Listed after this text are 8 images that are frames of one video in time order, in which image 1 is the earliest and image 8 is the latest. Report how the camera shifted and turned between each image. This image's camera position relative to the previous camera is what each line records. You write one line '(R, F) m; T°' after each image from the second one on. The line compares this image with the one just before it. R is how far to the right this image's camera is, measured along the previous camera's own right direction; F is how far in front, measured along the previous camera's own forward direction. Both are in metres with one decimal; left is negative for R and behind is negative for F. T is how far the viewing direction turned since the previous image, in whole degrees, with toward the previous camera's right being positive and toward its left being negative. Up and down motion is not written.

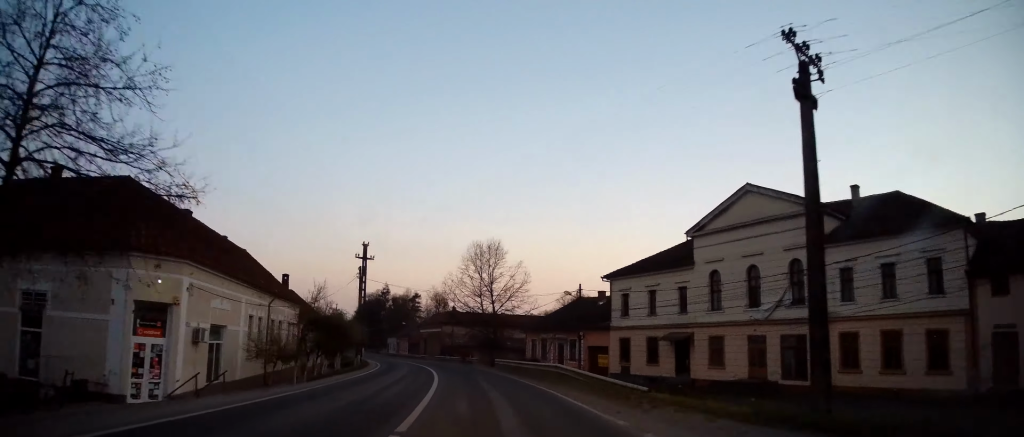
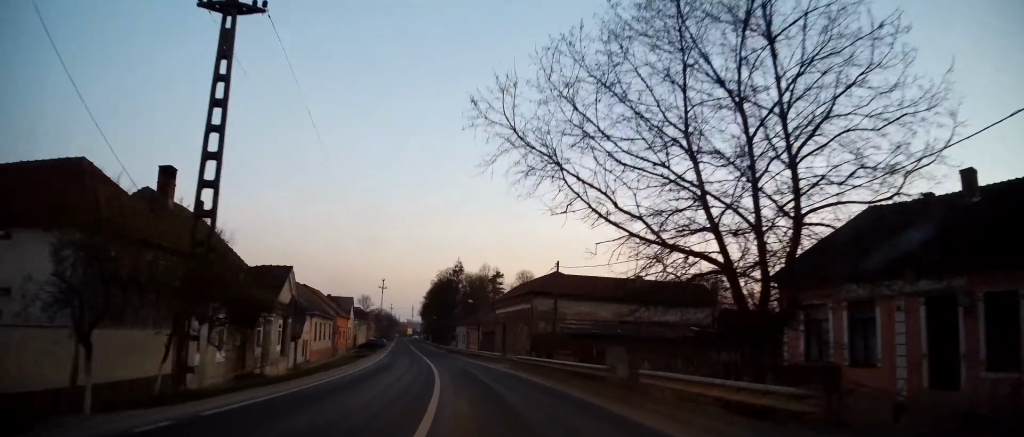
(-2.9, +38.8) m; -8°
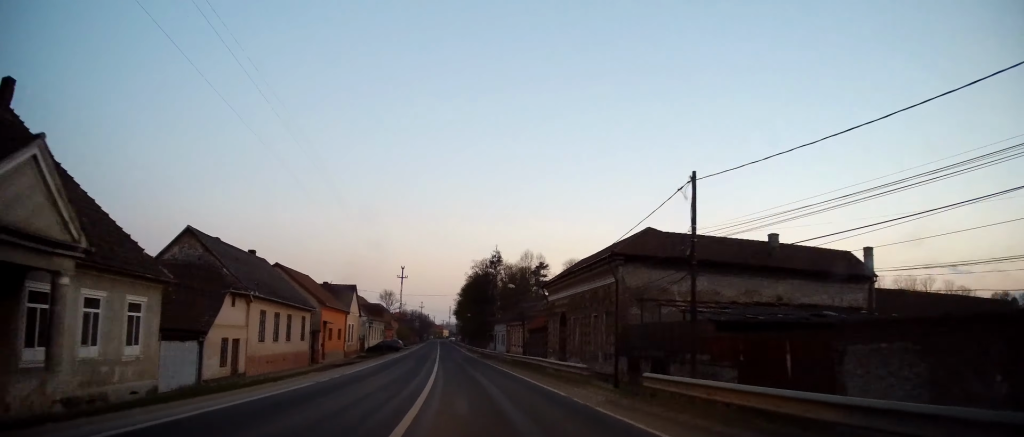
(-0.7, +18.7) m; -4°
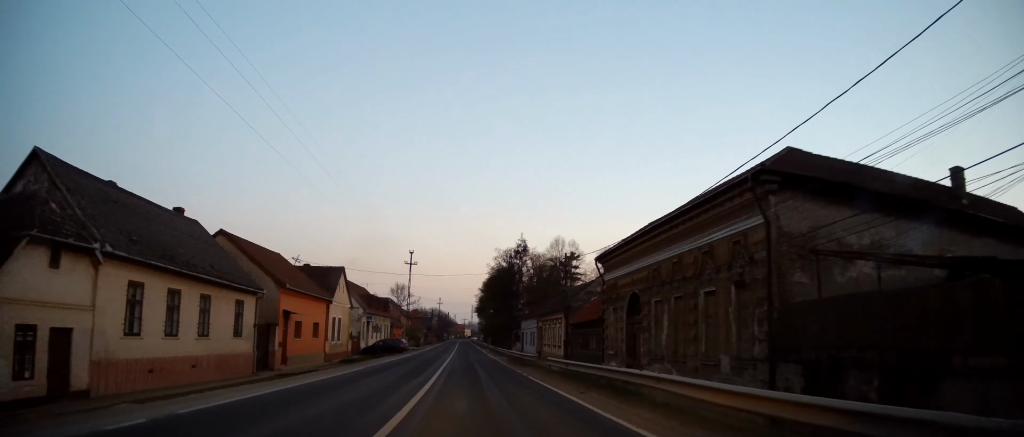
(-0.1, +13.4) m; -3°
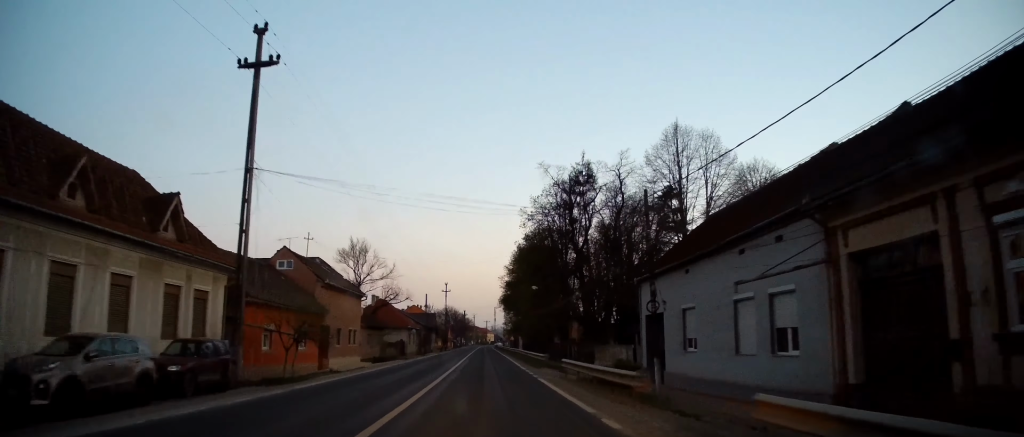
(-2.6, +50.5) m; -4°
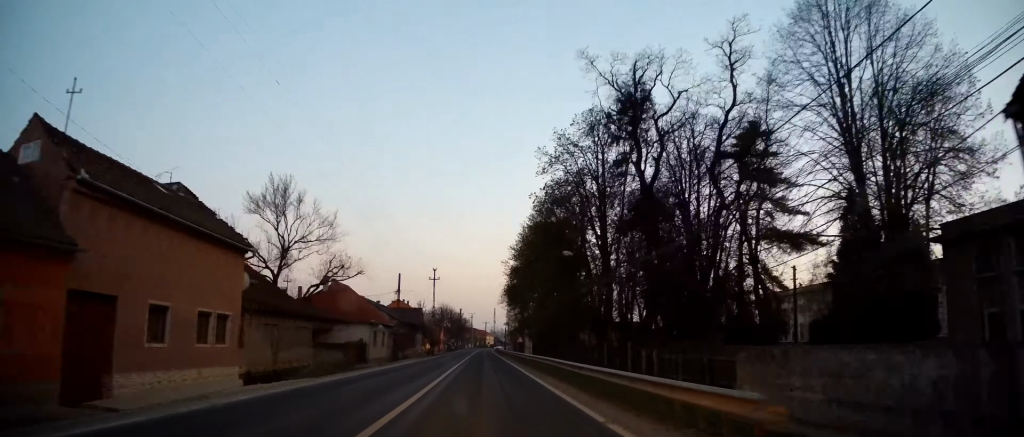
(-0.4, +21.7) m; 0°
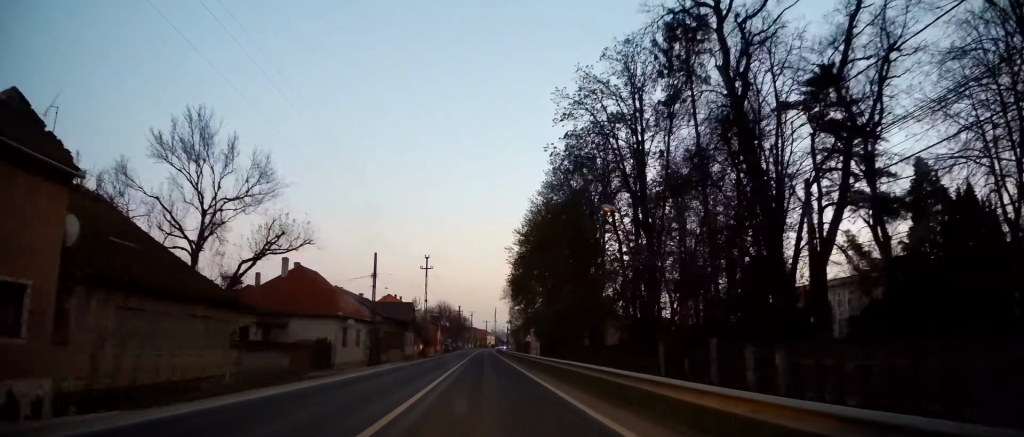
(+0.1, +10.9) m; 0°
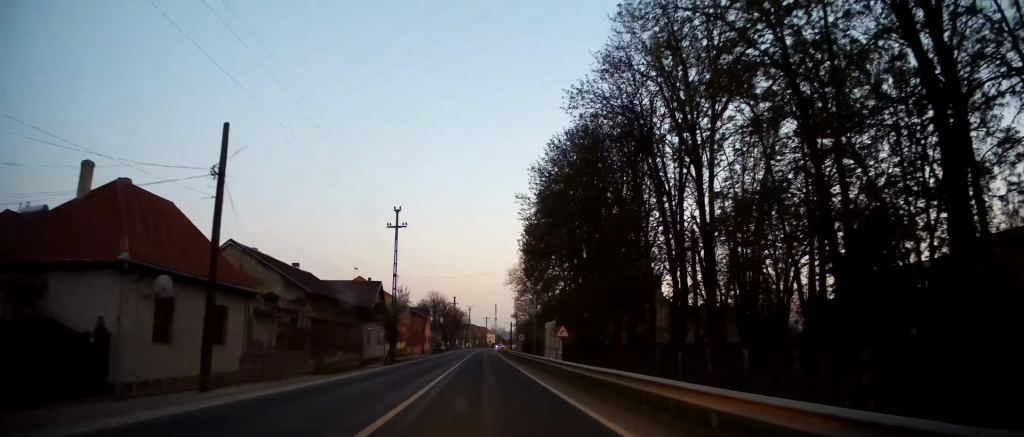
(+0.1, +22.7) m; 0°
